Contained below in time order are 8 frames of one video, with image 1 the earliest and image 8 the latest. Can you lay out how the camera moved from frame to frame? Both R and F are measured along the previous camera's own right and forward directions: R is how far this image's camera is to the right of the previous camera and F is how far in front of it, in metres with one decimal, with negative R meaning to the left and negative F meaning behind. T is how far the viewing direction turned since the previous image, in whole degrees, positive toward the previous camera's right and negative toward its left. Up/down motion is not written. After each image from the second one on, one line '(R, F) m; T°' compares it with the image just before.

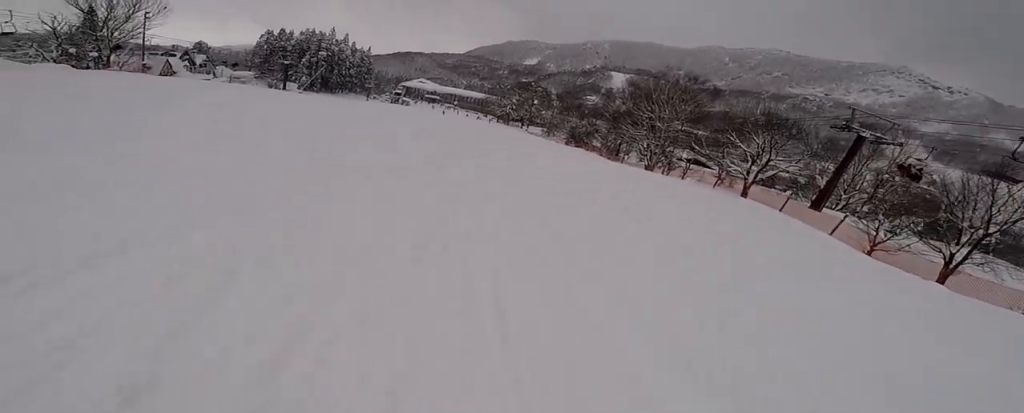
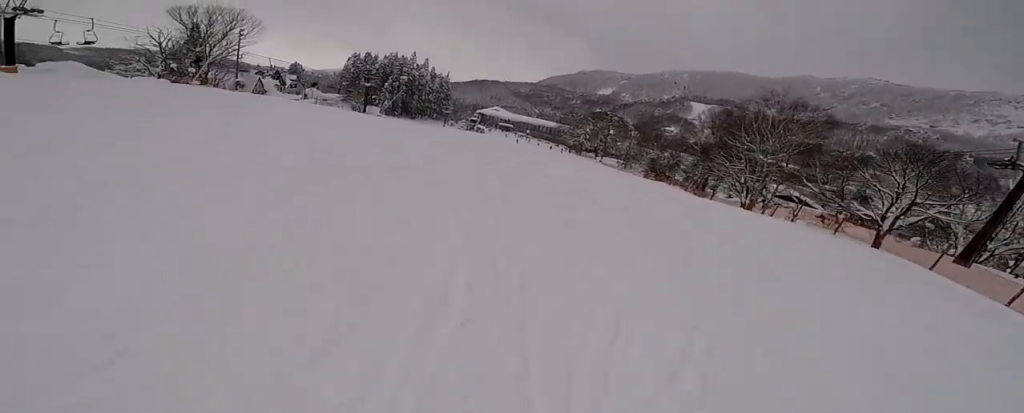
(0.0, +3.8) m; -8°
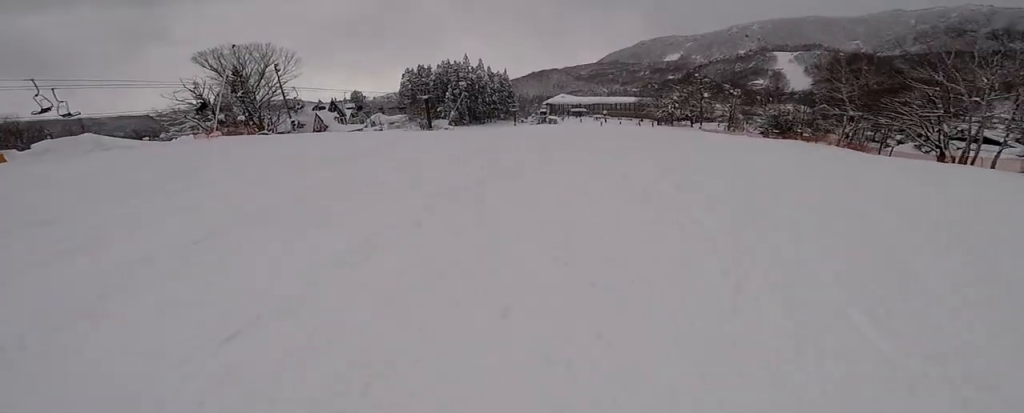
(-1.3, +8.7) m; -10°
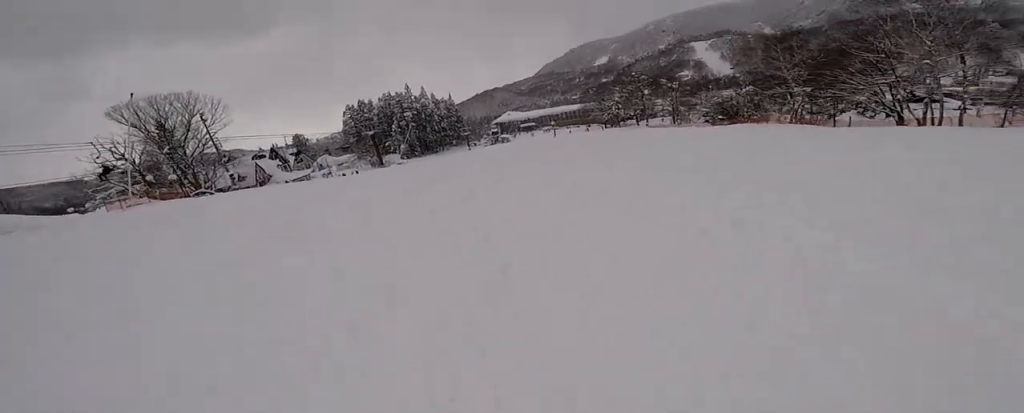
(-0.2, +3.5) m; +4°
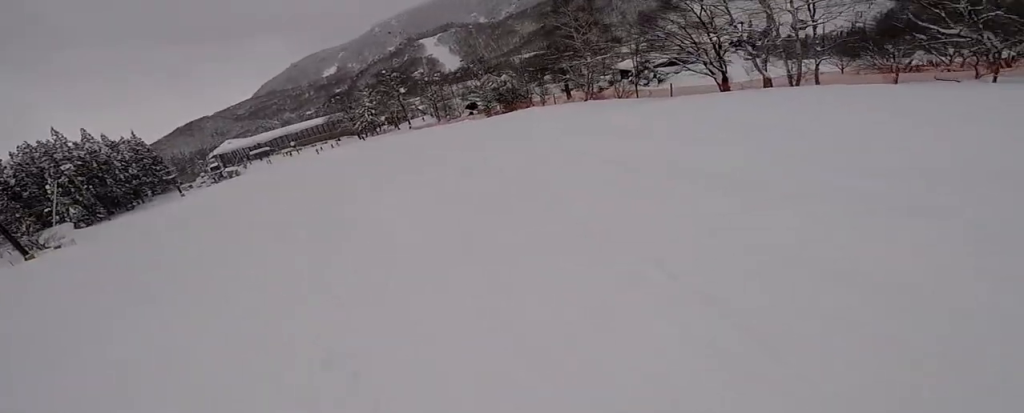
(+2.9, +14.7) m; +27°
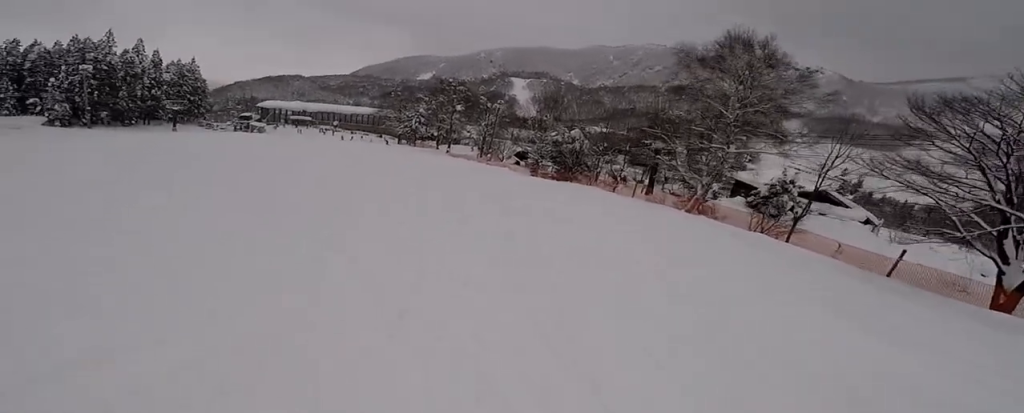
(+1.5, +19.5) m; -10°
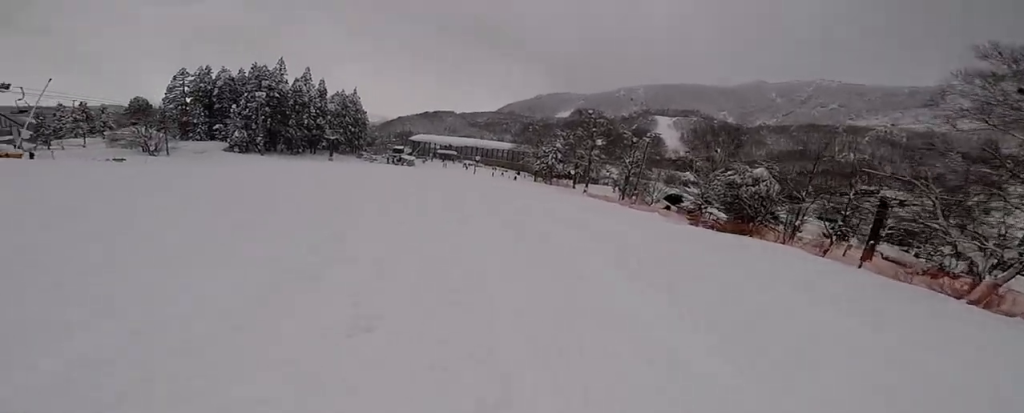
(-1.2, +7.5) m; -15°
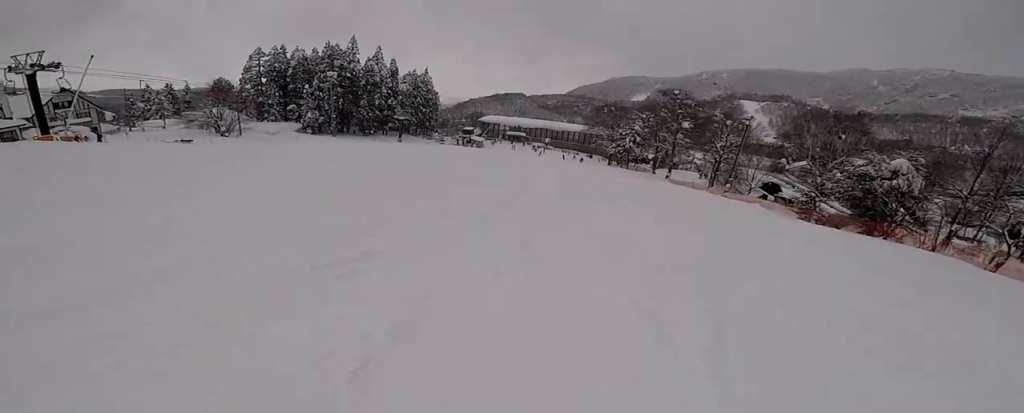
(-0.6, +4.5) m; -5°
